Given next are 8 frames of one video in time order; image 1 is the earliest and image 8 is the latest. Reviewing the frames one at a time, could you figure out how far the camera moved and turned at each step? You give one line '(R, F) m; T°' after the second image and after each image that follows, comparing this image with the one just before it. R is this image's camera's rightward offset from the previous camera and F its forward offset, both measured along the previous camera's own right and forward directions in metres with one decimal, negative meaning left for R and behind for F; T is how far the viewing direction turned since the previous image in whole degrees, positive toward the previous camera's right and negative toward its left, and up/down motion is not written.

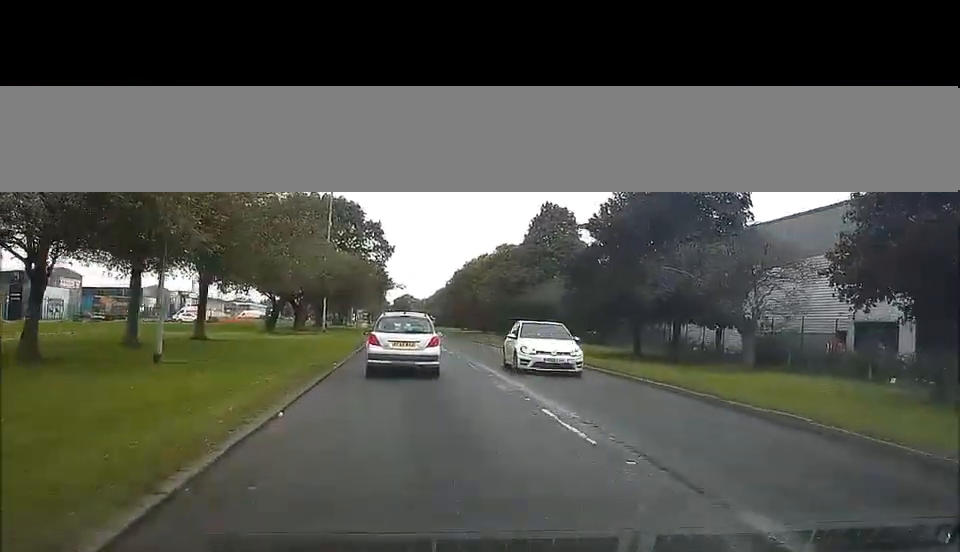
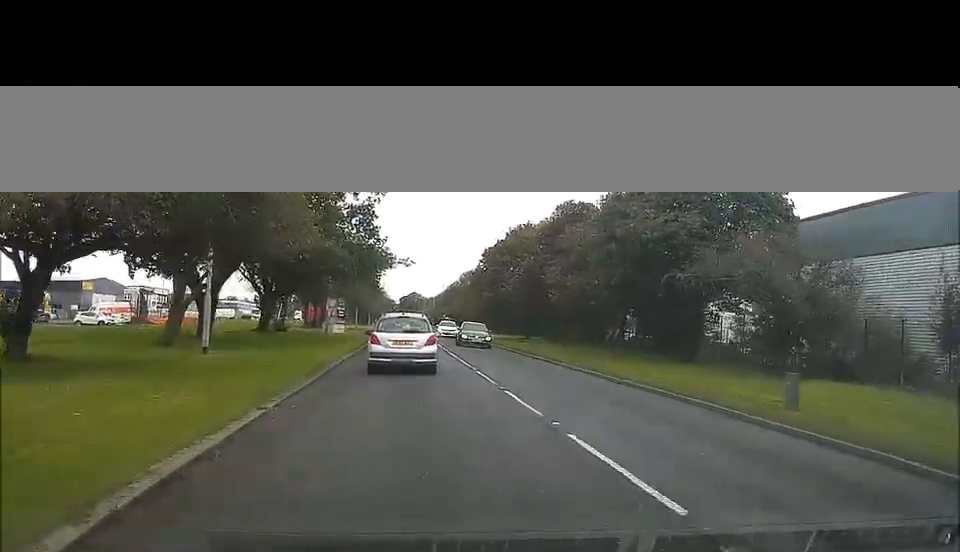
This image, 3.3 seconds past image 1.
(-0.4, +38.8) m; -2°
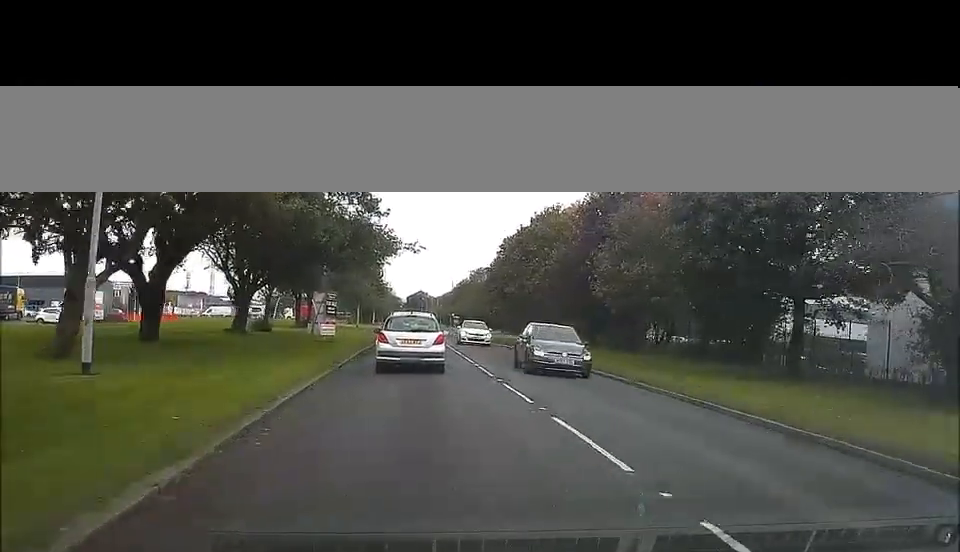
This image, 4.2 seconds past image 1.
(-0.1, +10.3) m; -1°
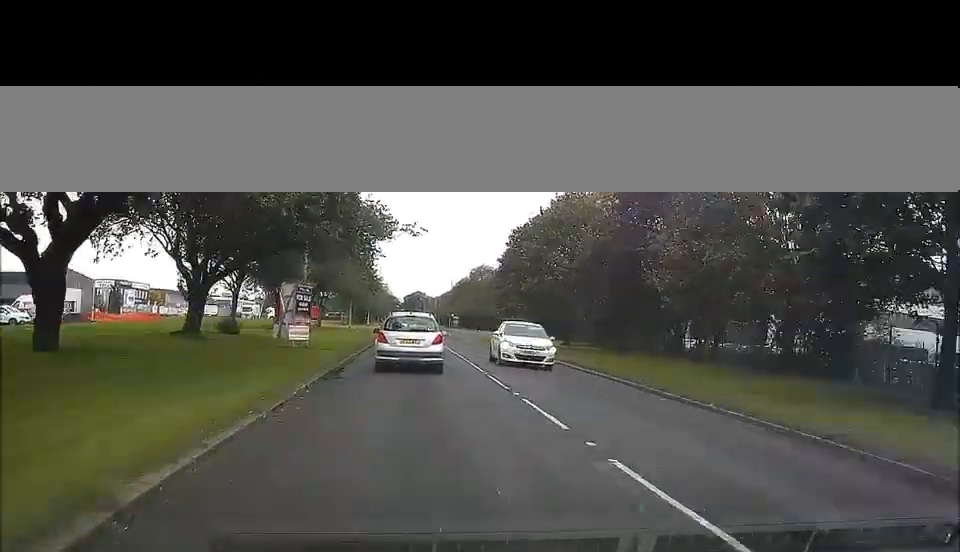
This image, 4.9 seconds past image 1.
(-0.1, +9.4) m; 0°
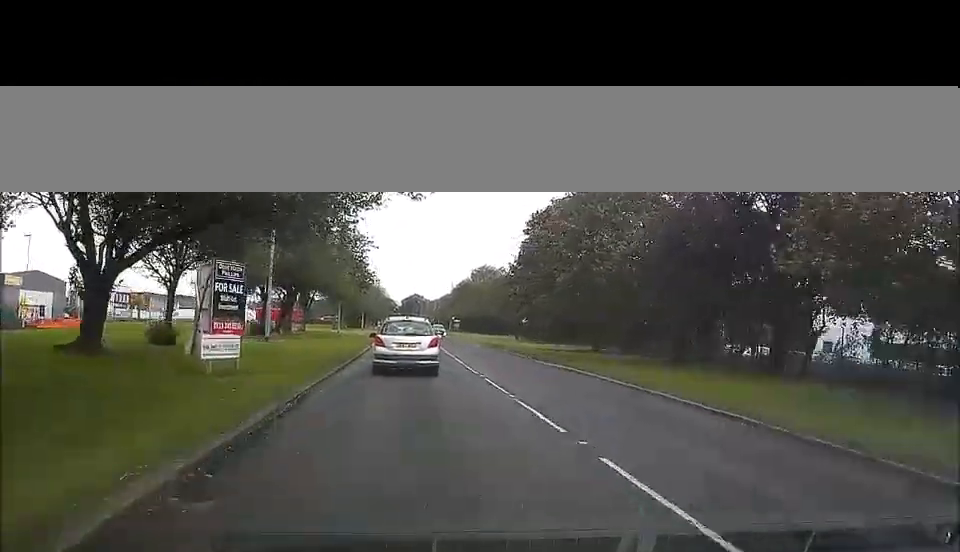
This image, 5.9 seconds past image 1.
(0.0, +11.9) m; +1°
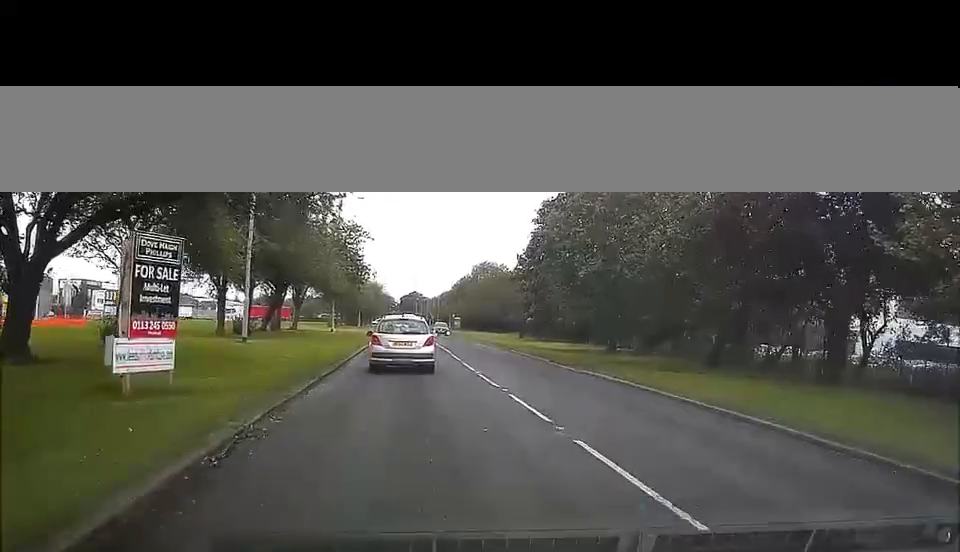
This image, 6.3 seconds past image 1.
(+0.1, +4.9) m; 0°
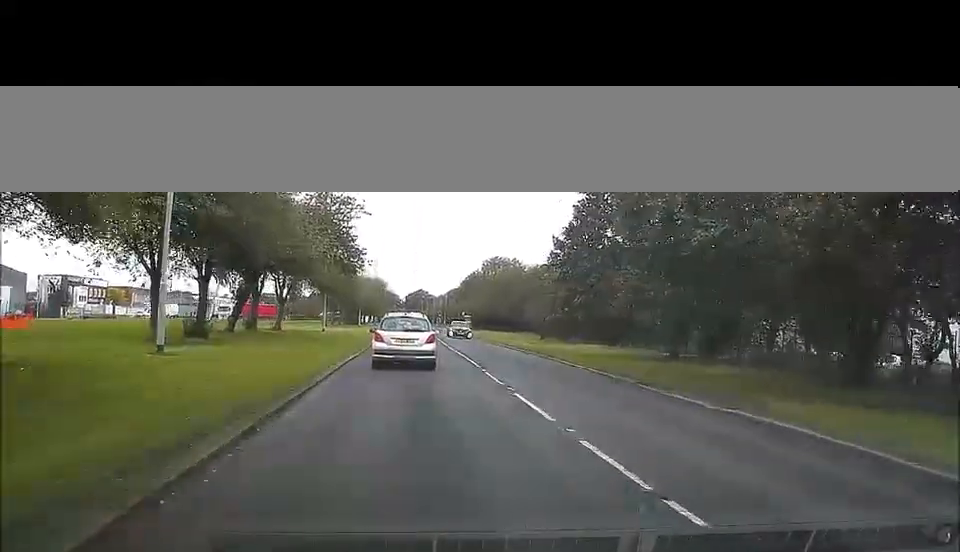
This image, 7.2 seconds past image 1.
(0.0, +11.5) m; 0°
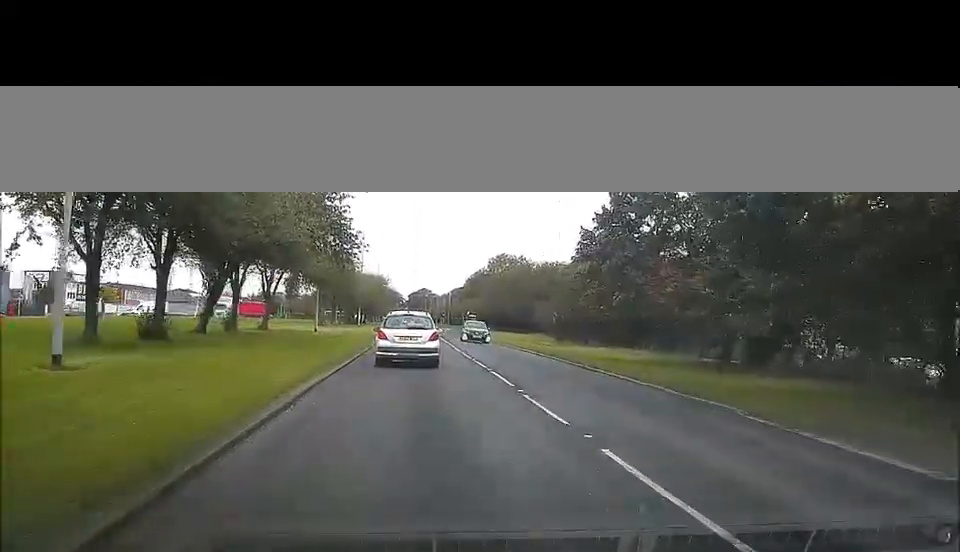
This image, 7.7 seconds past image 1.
(0.0, +6.3) m; 0°
